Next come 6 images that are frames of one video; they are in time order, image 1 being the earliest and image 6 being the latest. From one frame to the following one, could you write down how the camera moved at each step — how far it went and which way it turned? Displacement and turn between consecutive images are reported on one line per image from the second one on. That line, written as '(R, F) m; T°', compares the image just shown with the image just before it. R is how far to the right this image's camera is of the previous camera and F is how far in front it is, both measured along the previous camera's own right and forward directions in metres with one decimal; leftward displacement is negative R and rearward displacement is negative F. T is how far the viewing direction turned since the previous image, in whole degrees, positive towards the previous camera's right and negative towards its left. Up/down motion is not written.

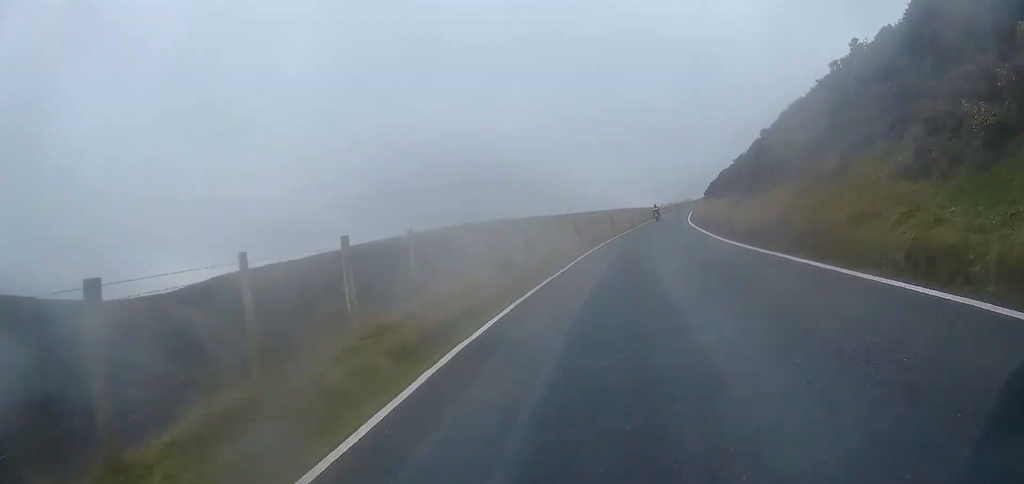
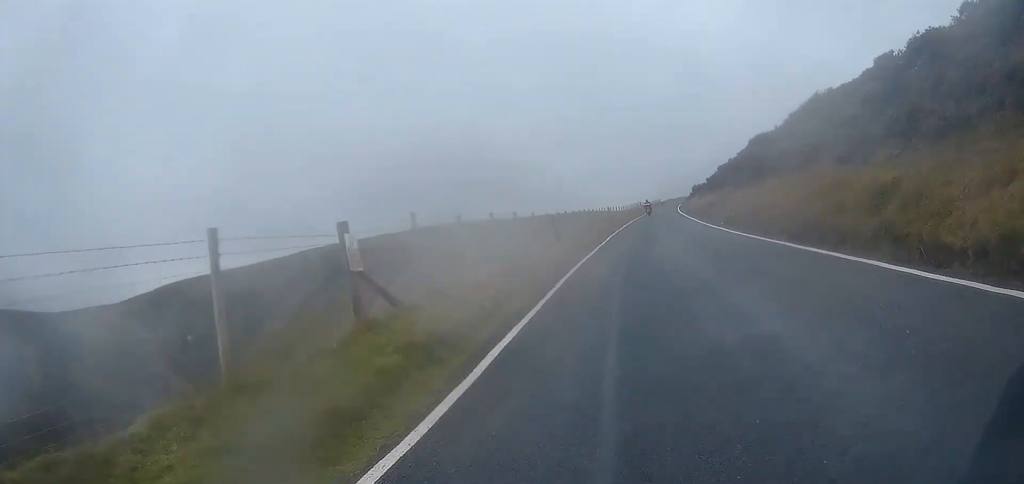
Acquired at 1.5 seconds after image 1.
(+0.9, +24.8) m; +2°
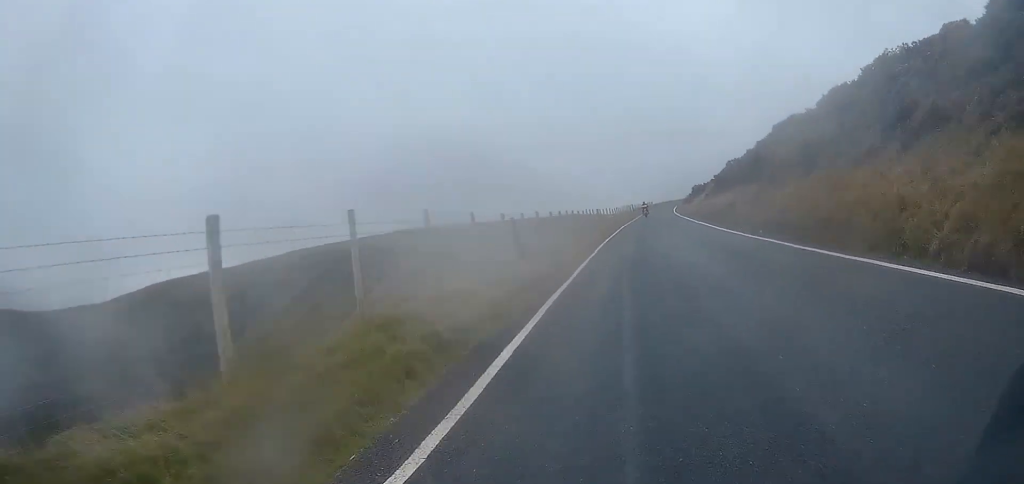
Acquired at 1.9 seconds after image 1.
(0.0, +7.4) m; 0°
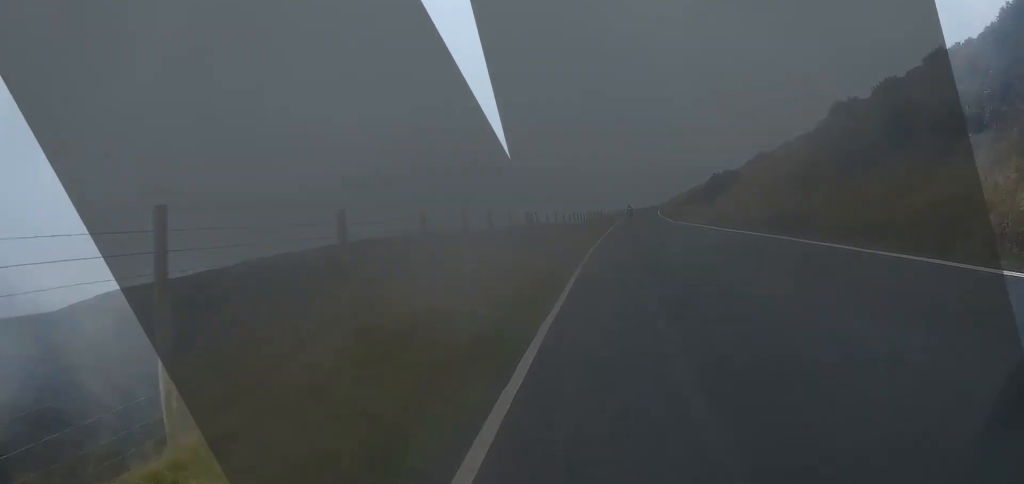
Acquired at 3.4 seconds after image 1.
(0.0, +25.5) m; +2°
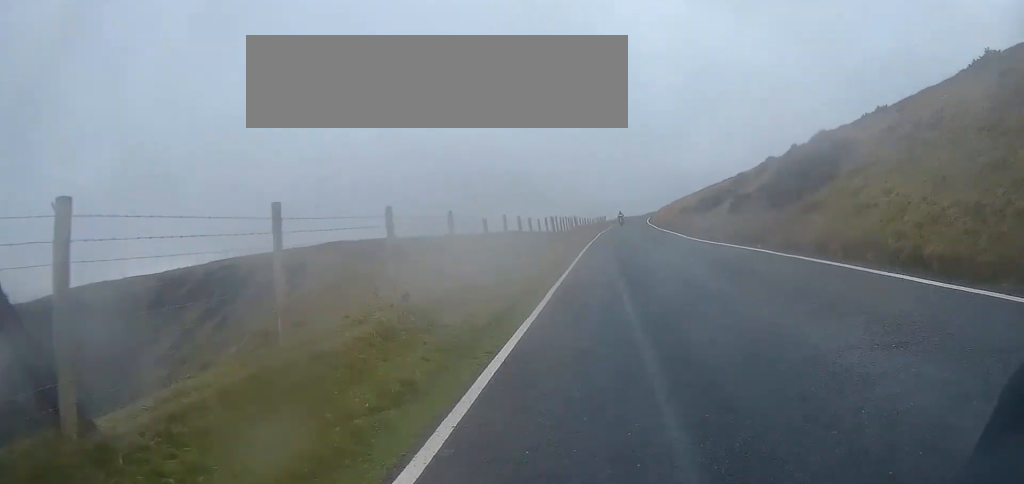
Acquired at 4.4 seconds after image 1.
(+0.7, +17.7) m; +4°
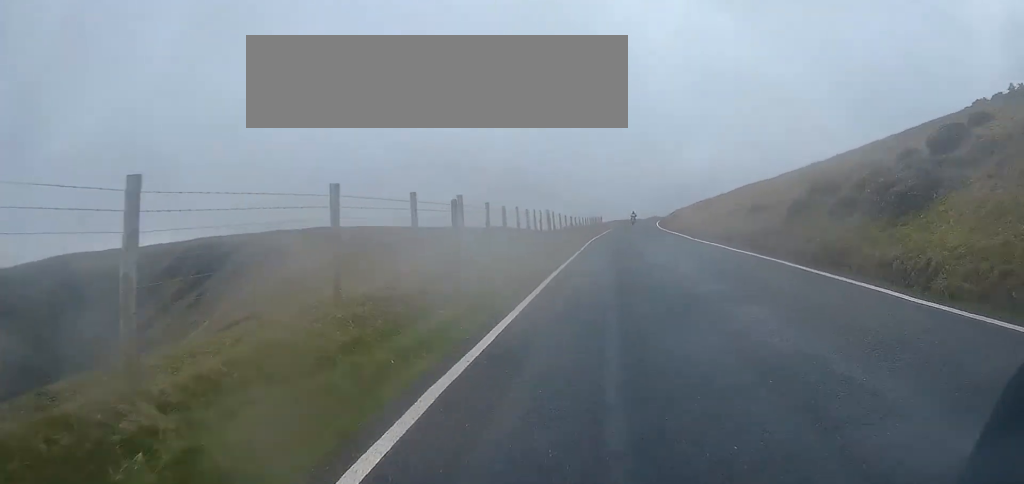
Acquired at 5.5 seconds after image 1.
(+0.6, +20.3) m; +2°
